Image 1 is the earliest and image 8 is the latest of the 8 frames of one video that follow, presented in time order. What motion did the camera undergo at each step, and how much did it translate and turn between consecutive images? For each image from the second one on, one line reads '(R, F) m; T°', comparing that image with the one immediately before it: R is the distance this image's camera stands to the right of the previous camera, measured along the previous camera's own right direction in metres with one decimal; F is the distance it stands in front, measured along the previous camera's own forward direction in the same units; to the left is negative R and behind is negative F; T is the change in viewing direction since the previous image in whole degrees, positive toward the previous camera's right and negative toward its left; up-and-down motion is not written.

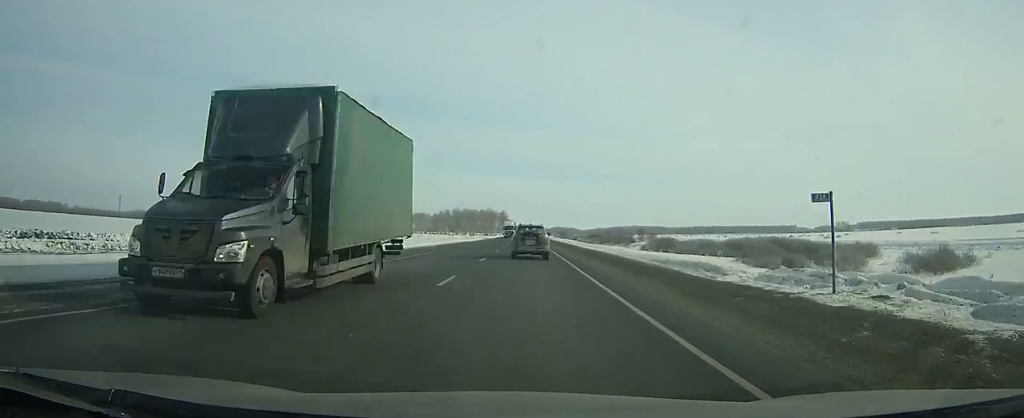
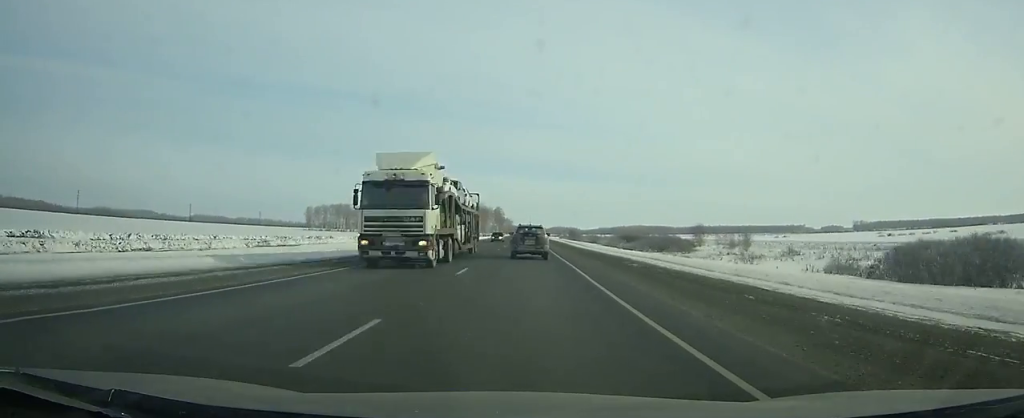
(+0.1, +68.3) m; 0°
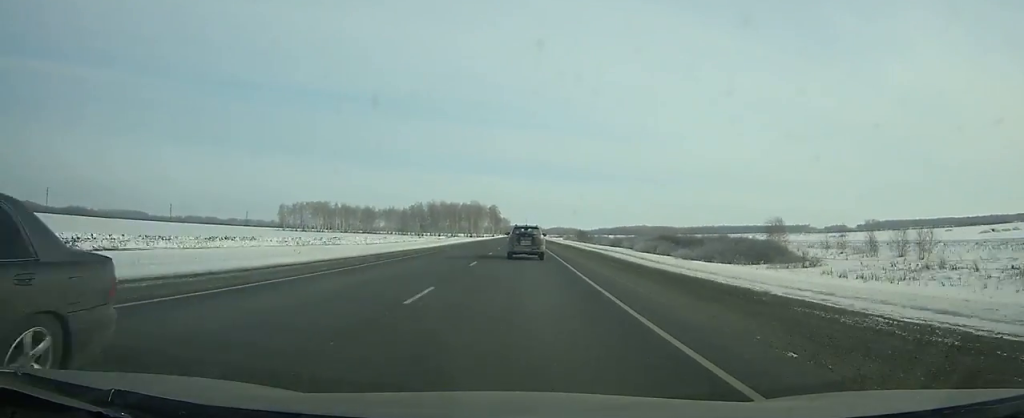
(+0.1, +42.8) m; 0°
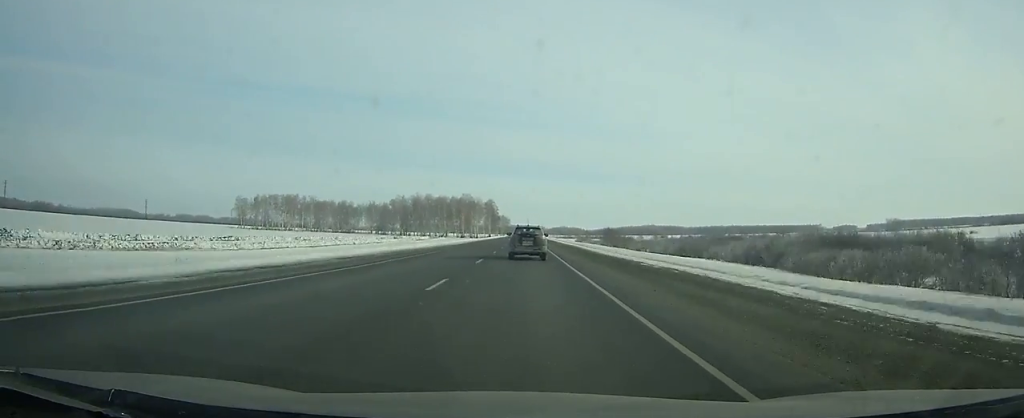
(-0.1, +57.1) m; 0°
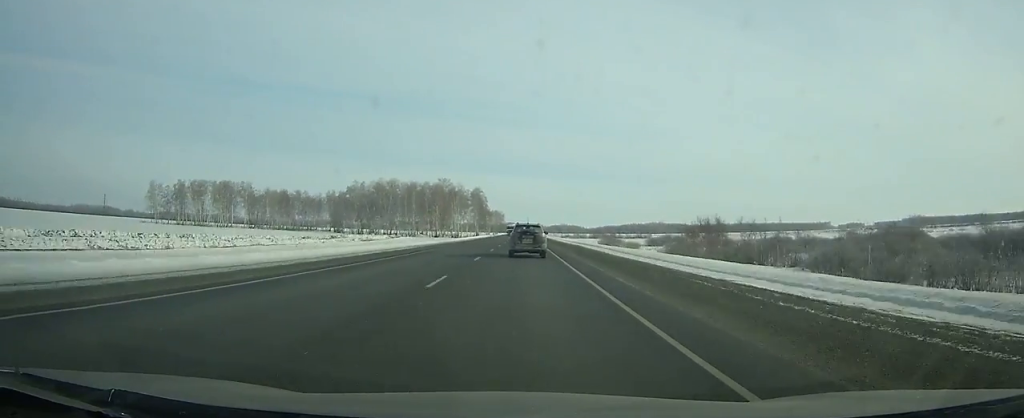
(0.0, +71.4) m; 0°
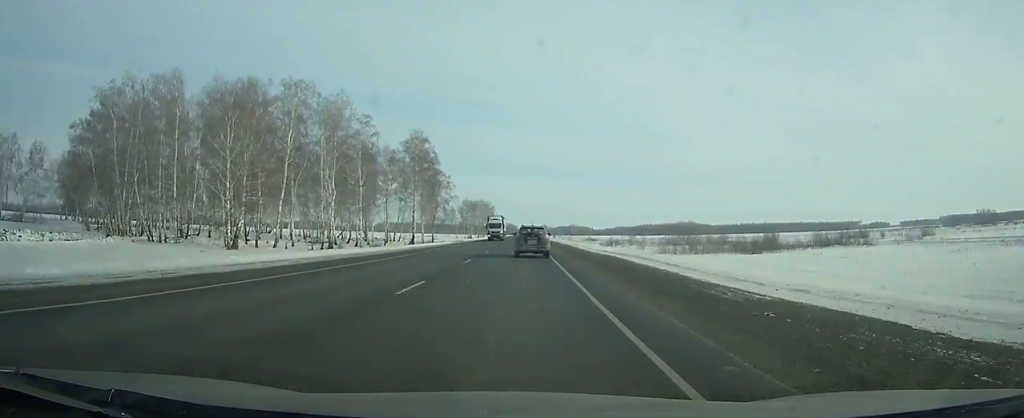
(+0.2, +146.1) m; 0°
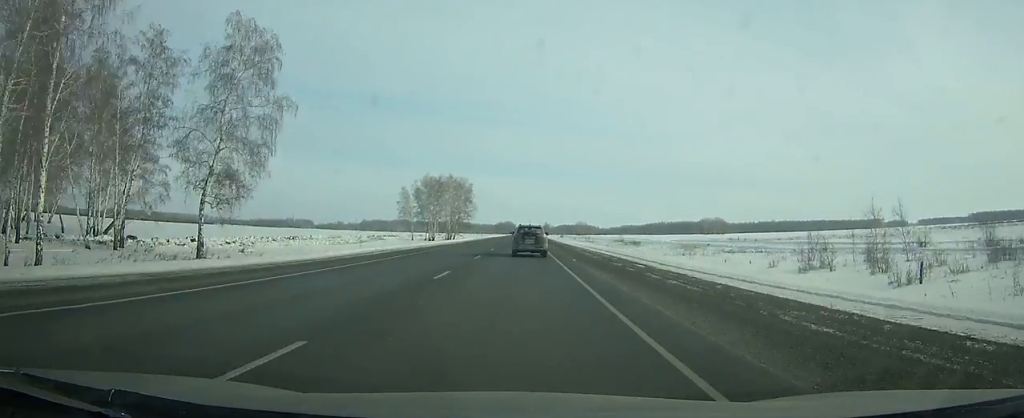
(-0.3, +104.0) m; 0°
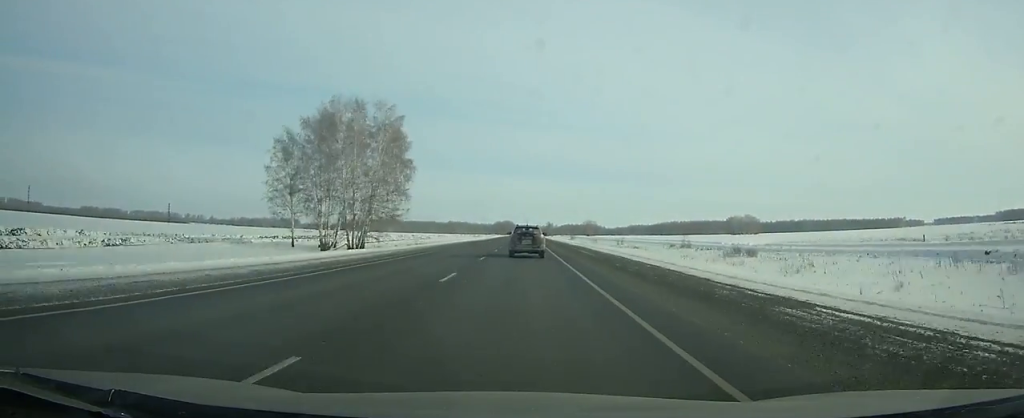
(+0.1, +84.5) m; 0°
